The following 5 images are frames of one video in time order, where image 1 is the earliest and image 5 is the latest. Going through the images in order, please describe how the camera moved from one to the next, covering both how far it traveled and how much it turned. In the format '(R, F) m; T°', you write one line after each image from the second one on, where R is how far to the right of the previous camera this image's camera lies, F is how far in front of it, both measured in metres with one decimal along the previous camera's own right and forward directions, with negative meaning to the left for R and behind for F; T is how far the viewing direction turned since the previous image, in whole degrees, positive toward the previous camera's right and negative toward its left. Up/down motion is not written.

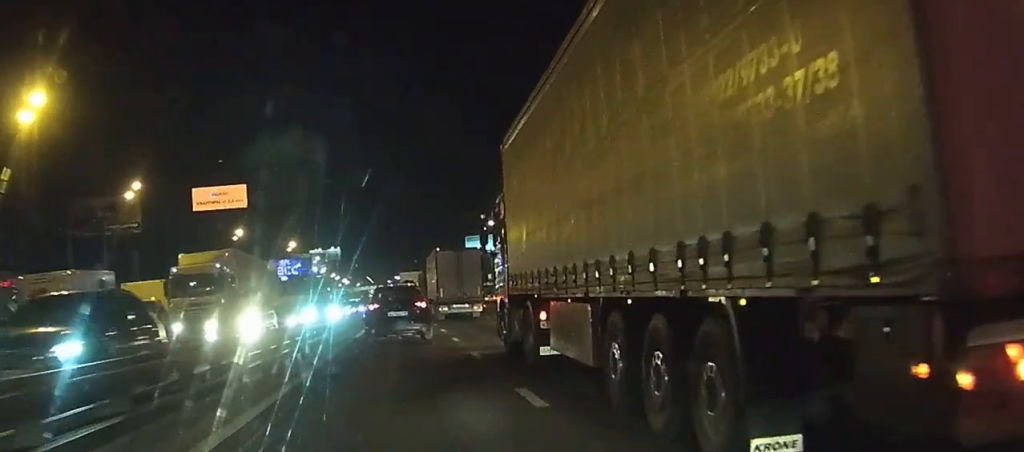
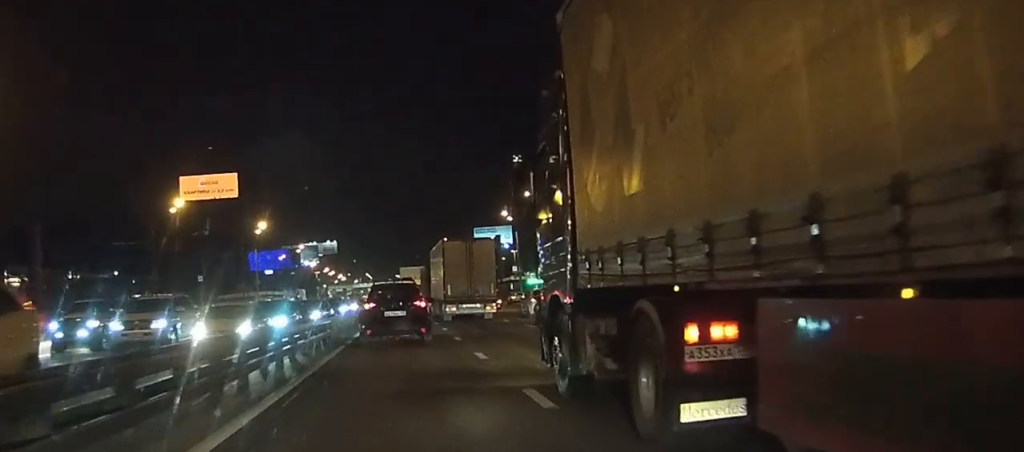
(-0.7, +30.7) m; -2°
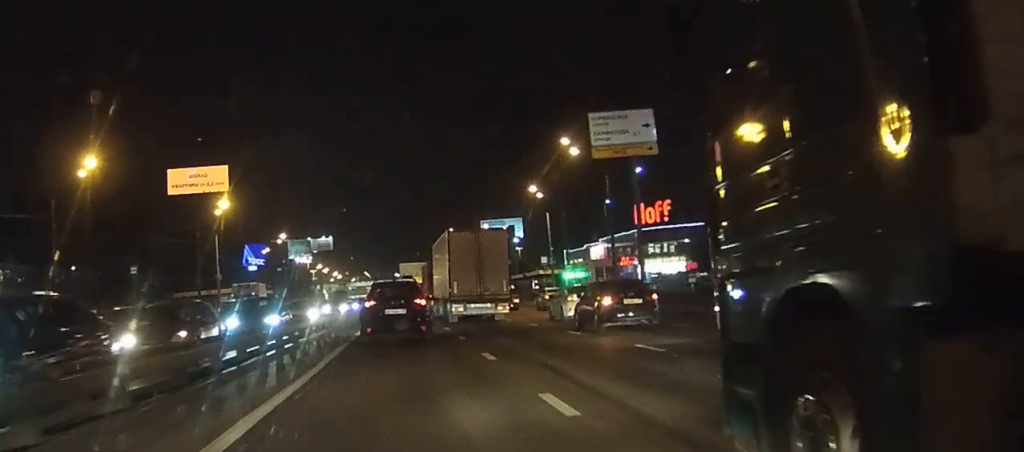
(+0.7, +24.3) m; +2°
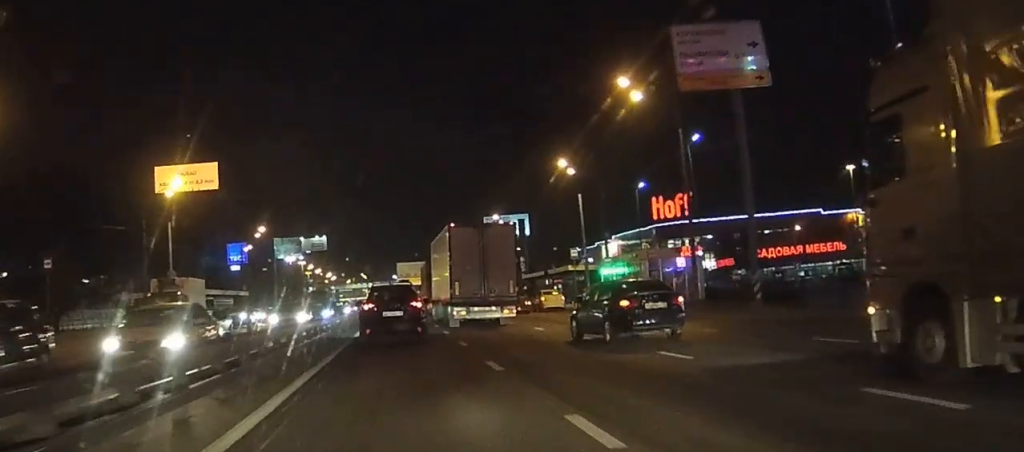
(+0.2, +18.1) m; +1°
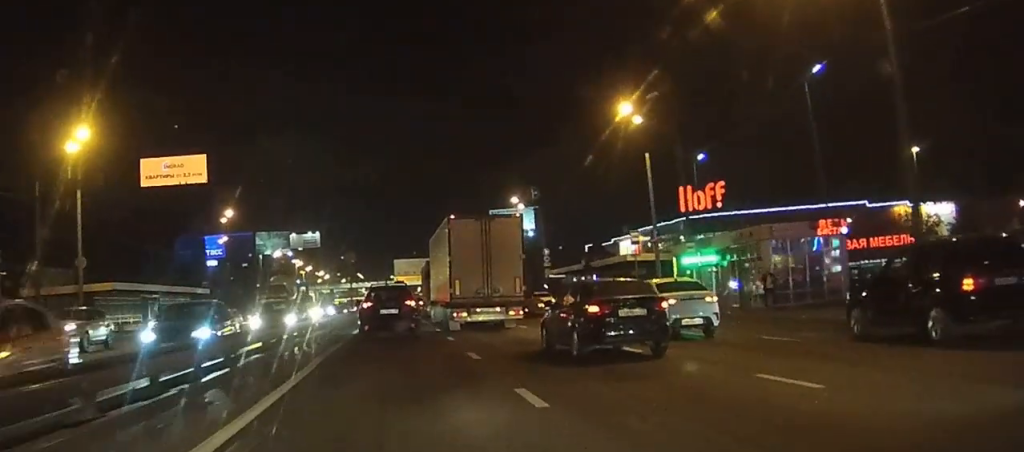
(-0.2, +21.5) m; -2°
